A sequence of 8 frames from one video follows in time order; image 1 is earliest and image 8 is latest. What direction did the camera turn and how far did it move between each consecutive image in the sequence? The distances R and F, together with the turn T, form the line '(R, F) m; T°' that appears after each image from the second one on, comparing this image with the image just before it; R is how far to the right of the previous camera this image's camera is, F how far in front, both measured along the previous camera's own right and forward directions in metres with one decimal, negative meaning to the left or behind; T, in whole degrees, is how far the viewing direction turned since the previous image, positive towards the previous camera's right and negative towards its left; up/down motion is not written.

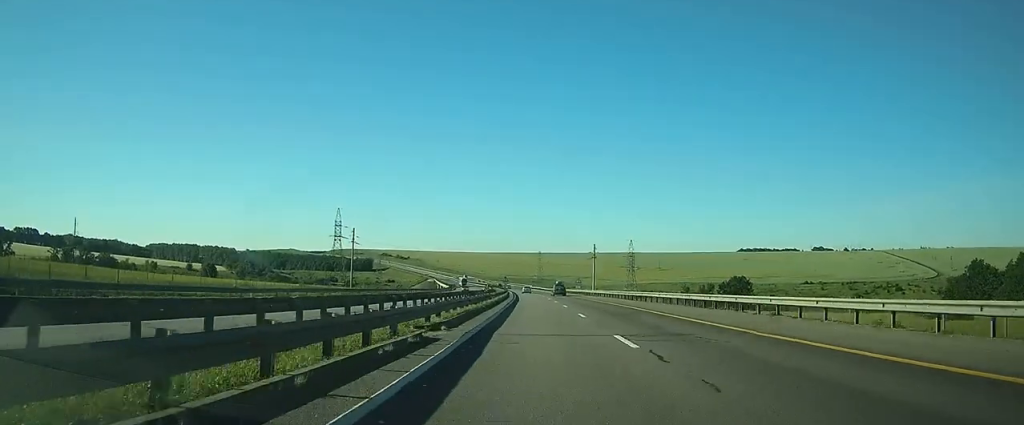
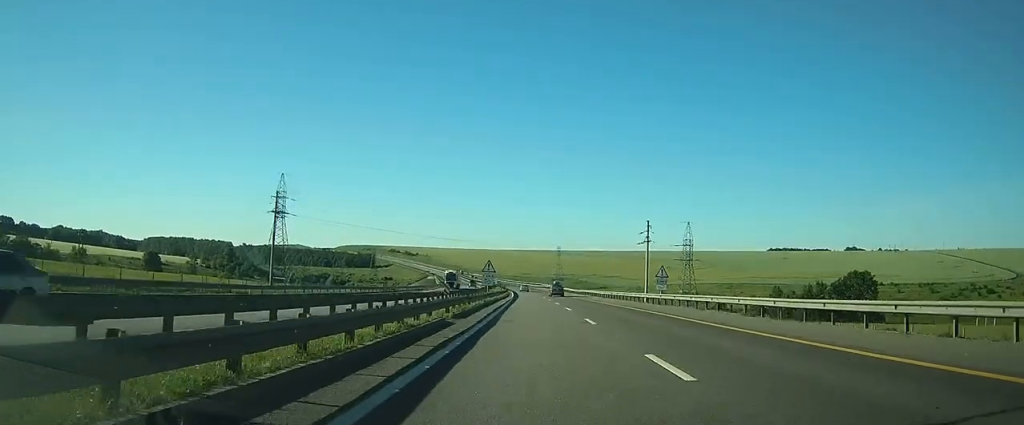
(-0.8, +64.7) m; -2°
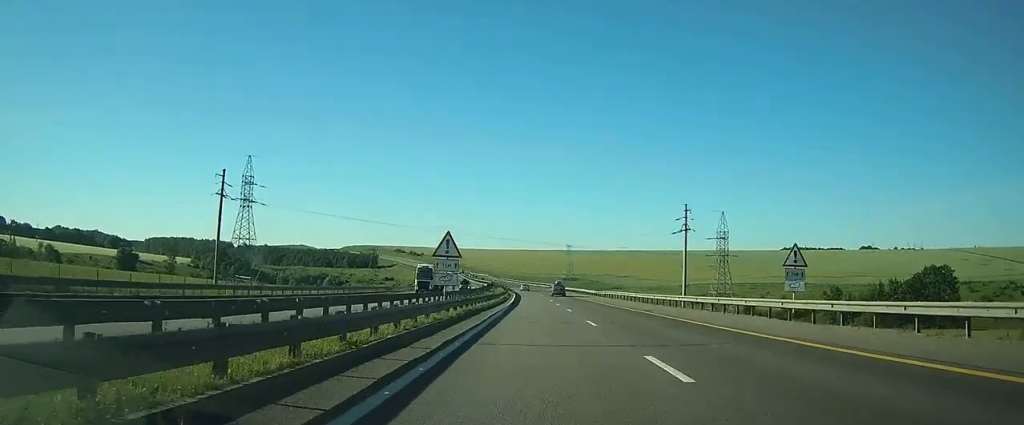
(-0.1, +24.2) m; -1°
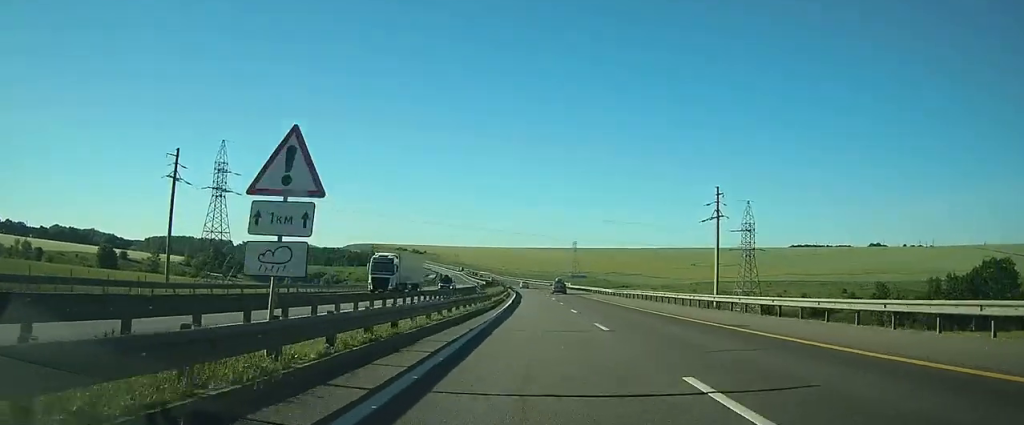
(-0.1, +14.7) m; -1°
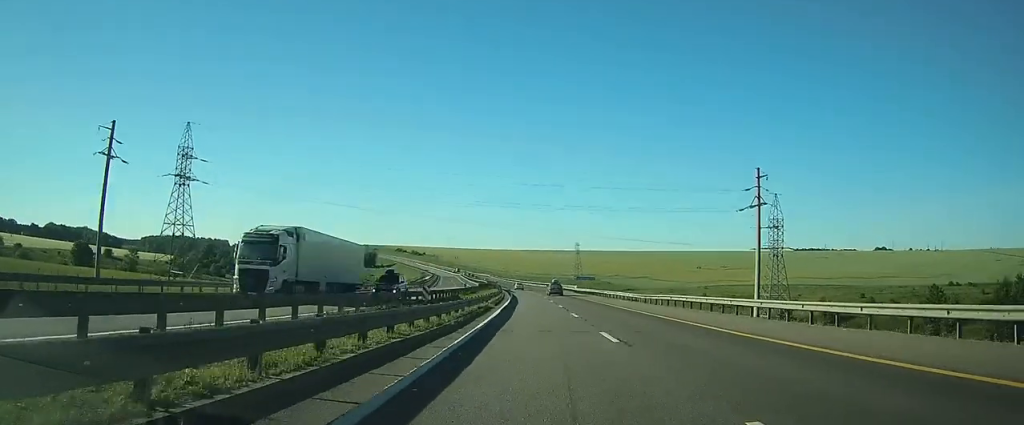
(0.0, +14.7) m; 0°
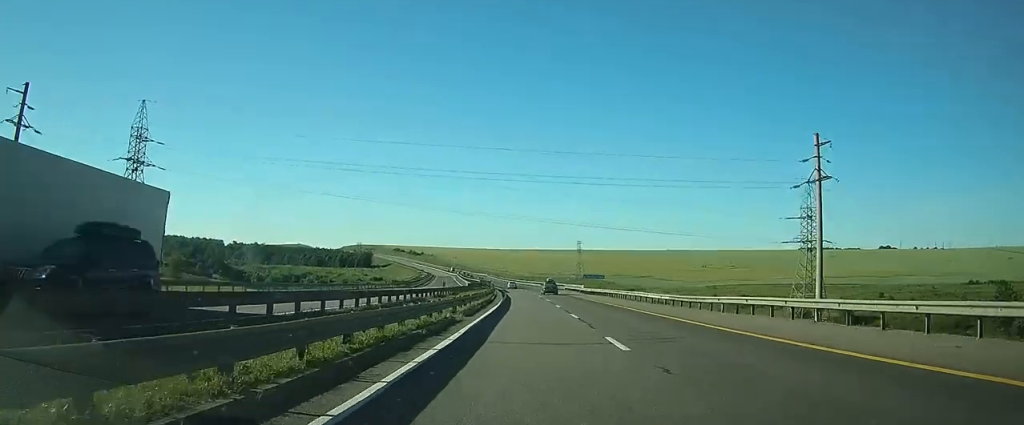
(-0.1, +14.8) m; 0°
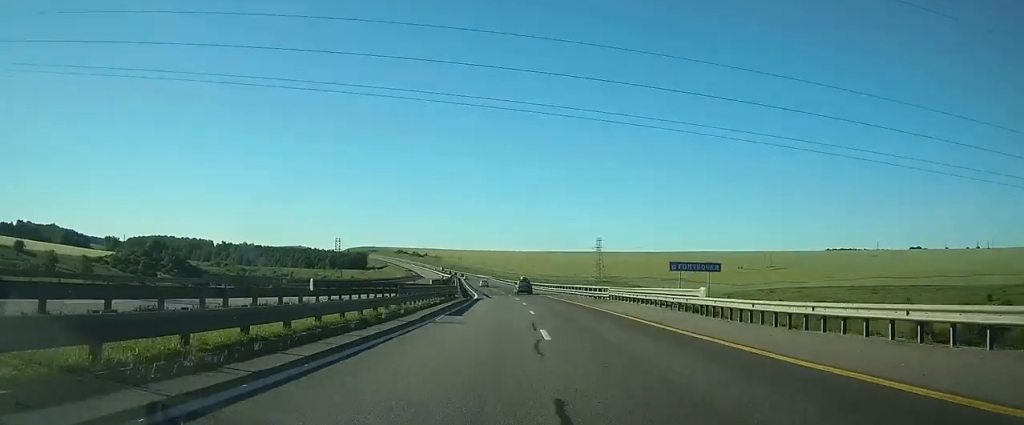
(-0.3, +57.9) m; -1°
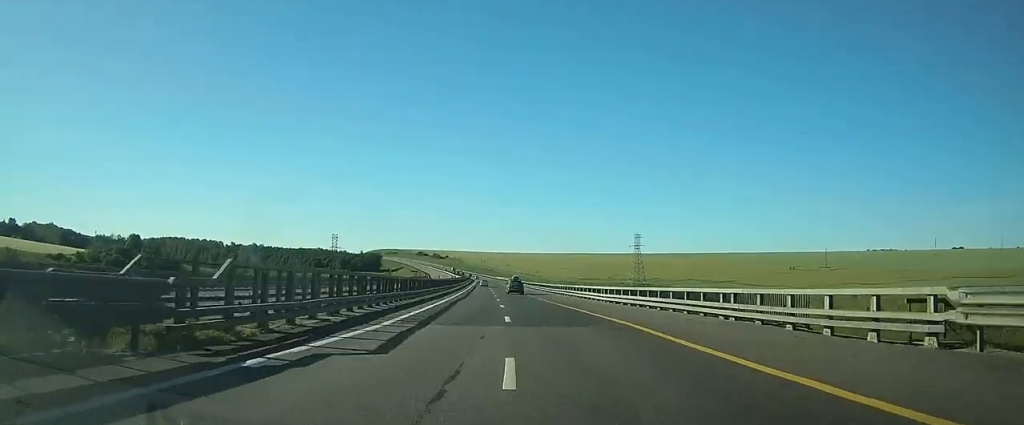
(-0.4, +43.0) m; -2°
